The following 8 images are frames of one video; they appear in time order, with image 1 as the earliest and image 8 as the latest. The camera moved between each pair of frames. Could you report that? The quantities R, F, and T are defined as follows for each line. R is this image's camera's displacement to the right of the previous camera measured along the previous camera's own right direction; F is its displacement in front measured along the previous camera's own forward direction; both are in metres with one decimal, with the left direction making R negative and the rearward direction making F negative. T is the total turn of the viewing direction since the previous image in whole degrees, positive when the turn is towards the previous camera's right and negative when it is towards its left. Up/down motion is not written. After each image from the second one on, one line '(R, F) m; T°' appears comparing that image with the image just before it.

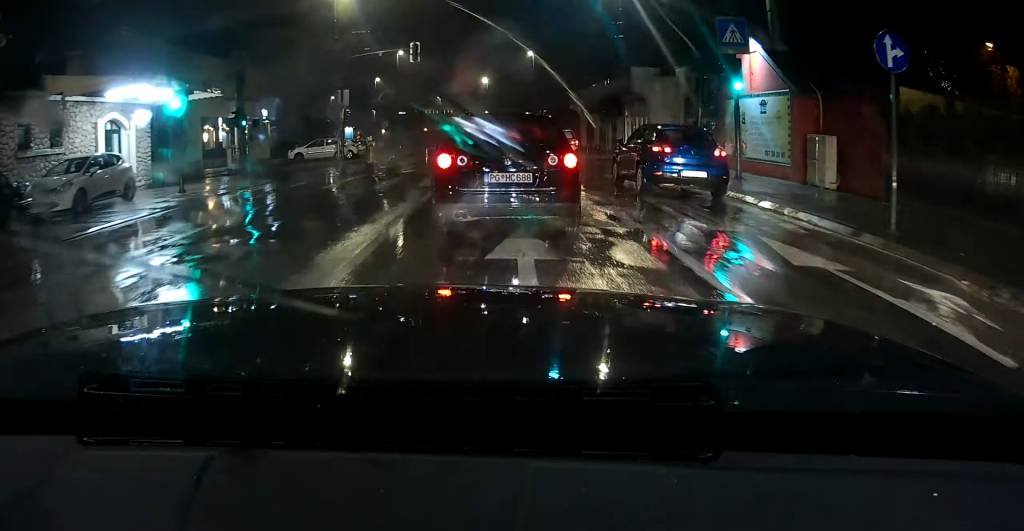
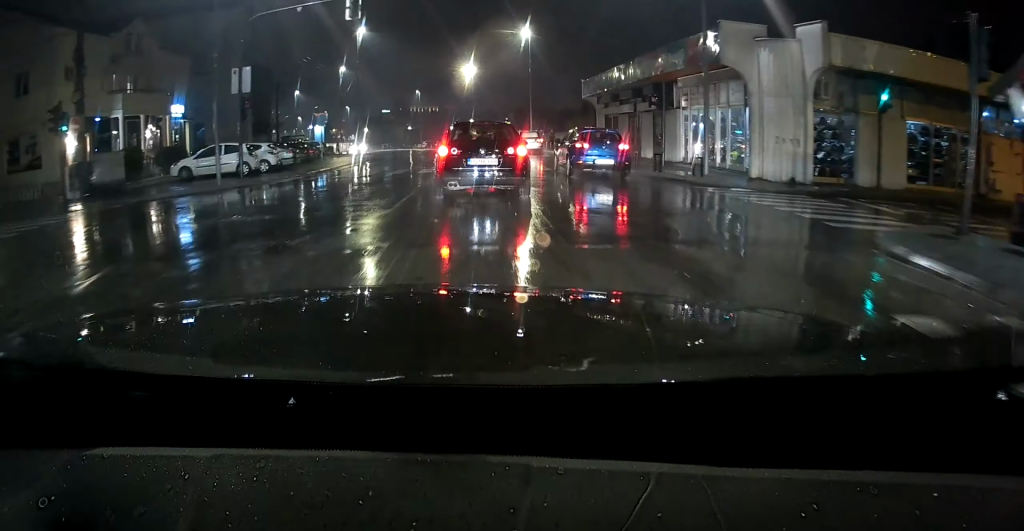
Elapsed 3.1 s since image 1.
(+0.3, +15.2) m; +2°
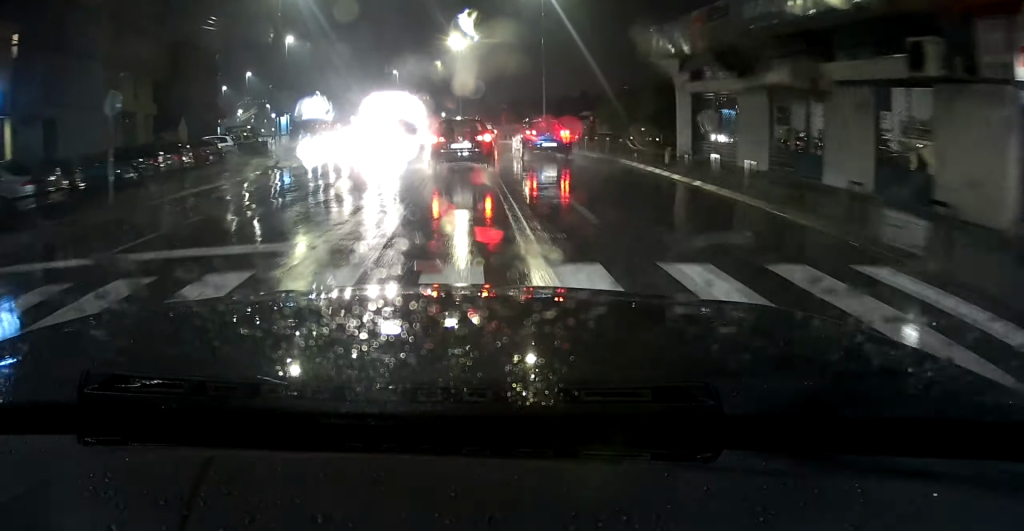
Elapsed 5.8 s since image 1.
(+0.1, +19.7) m; -1°
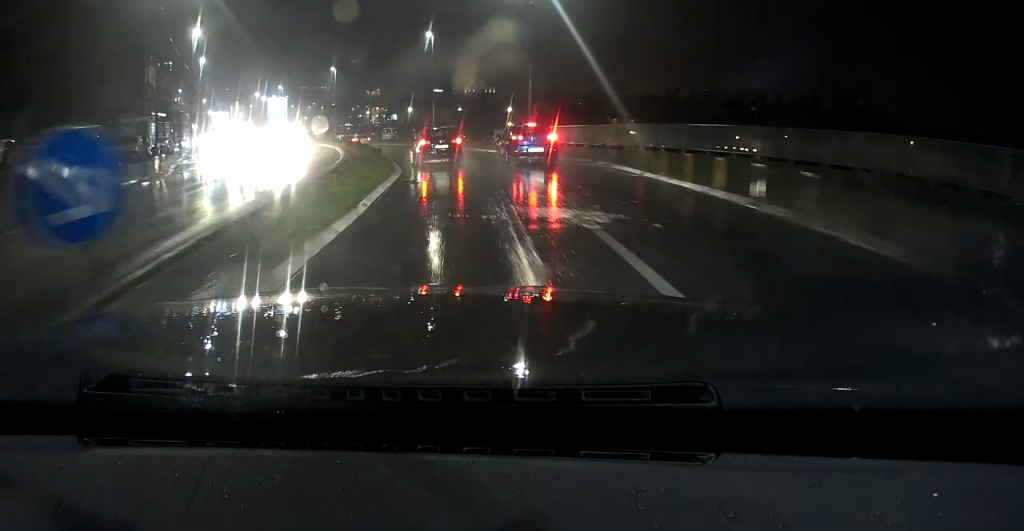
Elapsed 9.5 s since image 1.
(-1.9, +33.4) m; -8°
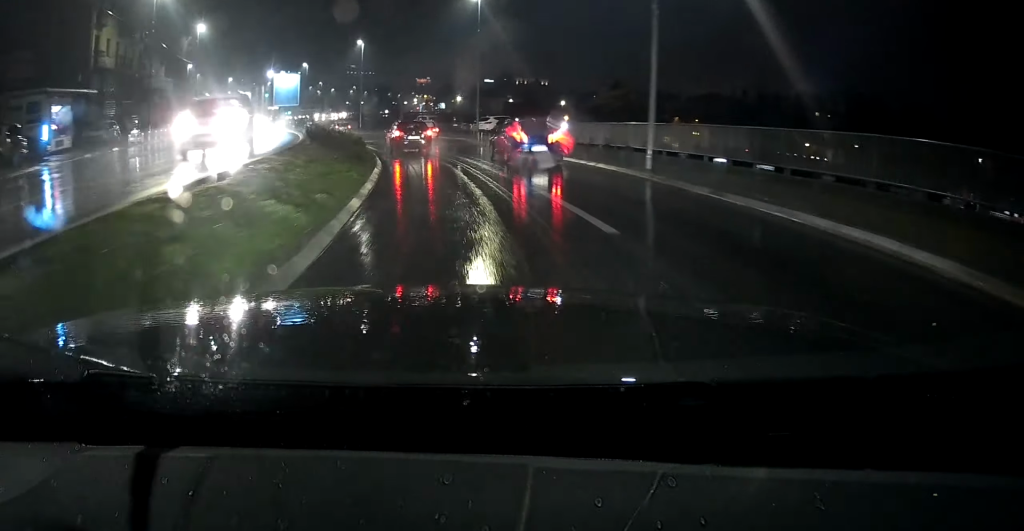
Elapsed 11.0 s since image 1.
(-0.6, +15.7) m; -5°
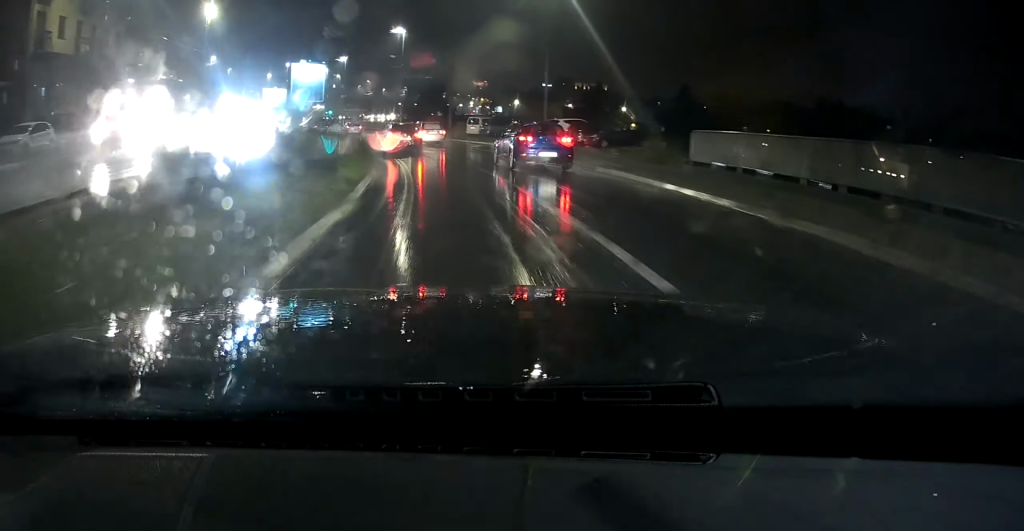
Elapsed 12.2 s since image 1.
(-0.3, +12.2) m; -4°
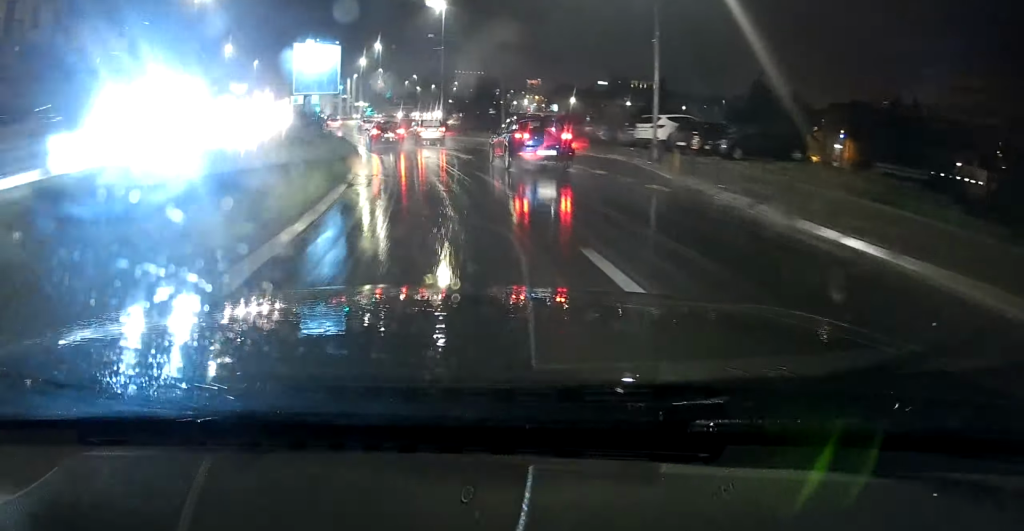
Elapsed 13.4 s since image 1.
(-0.6, +12.7) m; -5°
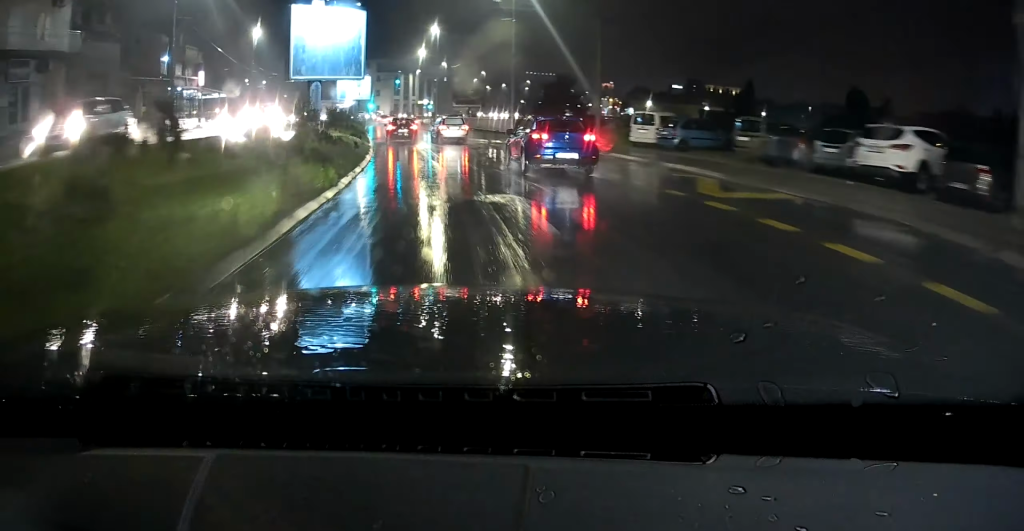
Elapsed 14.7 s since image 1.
(-0.4, +13.7) m; -5°
